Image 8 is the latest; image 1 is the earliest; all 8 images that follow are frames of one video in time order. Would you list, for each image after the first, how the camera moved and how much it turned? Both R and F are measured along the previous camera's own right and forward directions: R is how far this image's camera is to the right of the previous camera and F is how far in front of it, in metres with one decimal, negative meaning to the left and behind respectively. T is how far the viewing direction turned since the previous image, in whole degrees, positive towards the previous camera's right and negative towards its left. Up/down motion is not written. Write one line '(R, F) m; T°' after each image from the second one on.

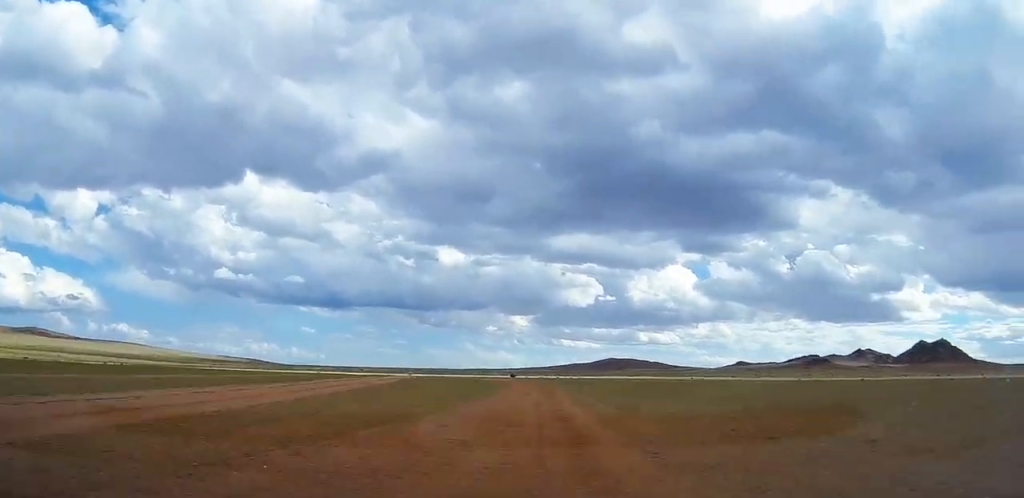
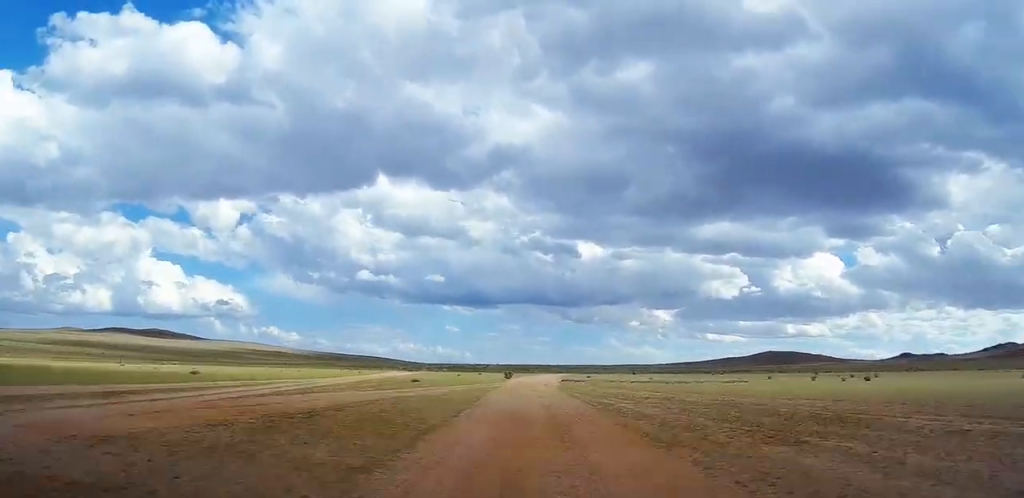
(-11.1, +112.0) m; -3°
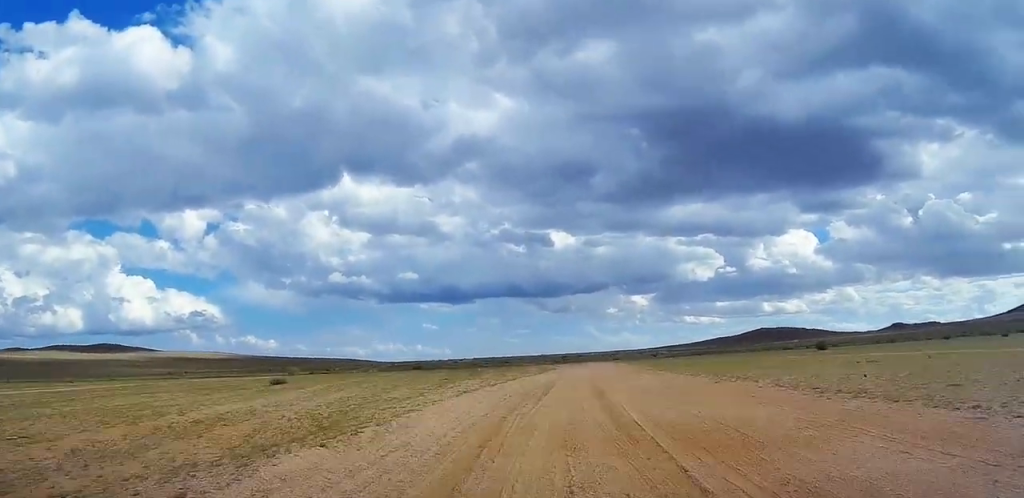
(+4.4, +110.1) m; -2°
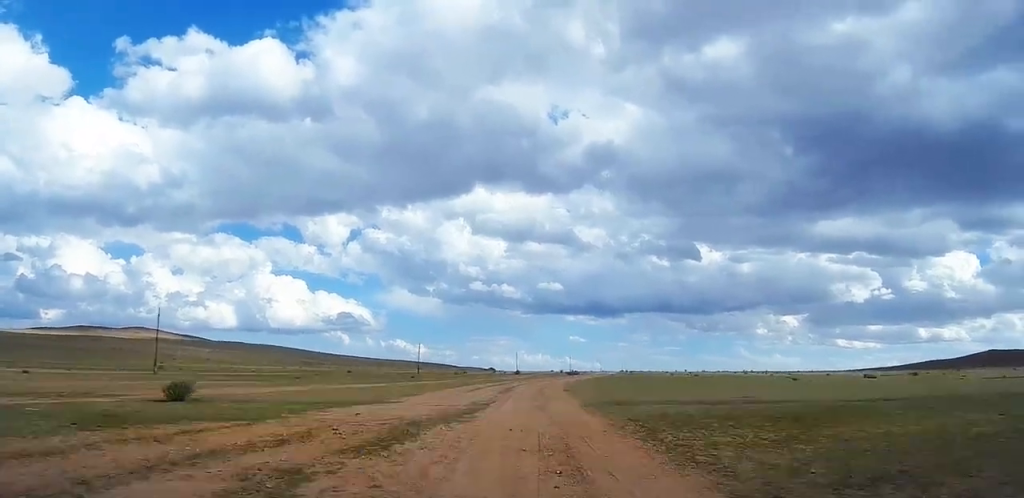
(-46.6, +380.7) m; -7°
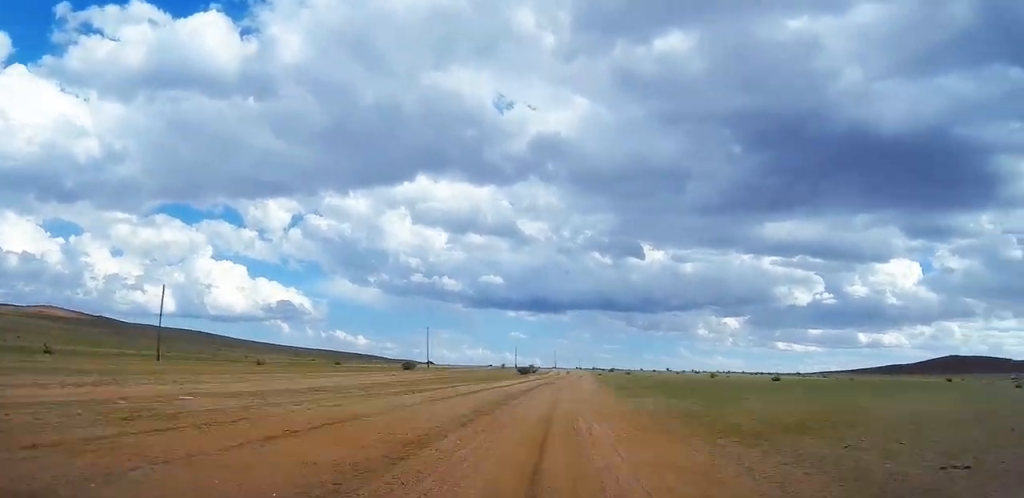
(+5.4, +81.2) m; +2°
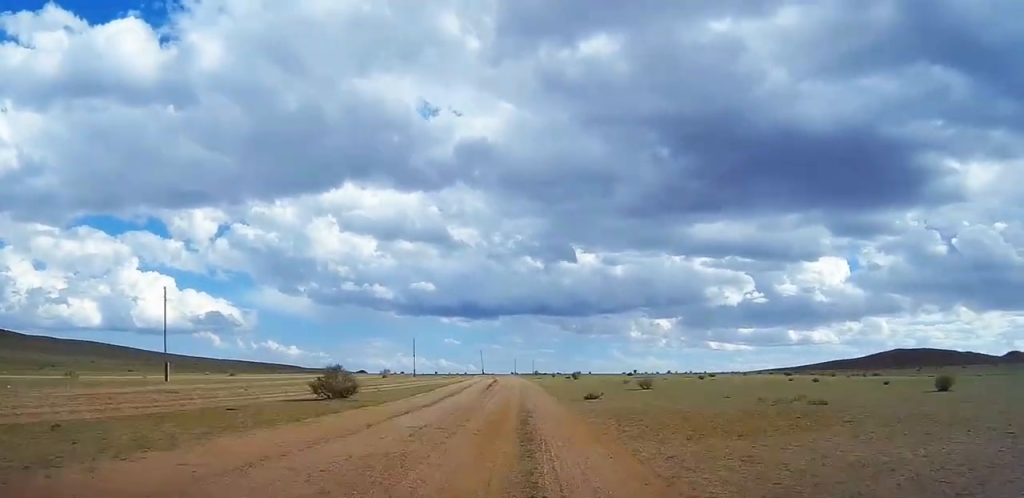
(+1.7, +65.6) m; +1°
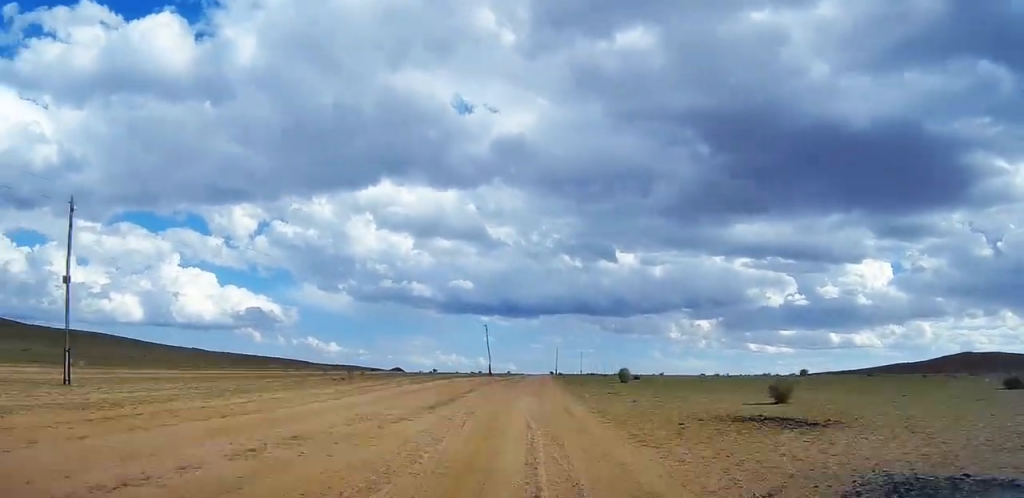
(-0.4, +89.0) m; 0°
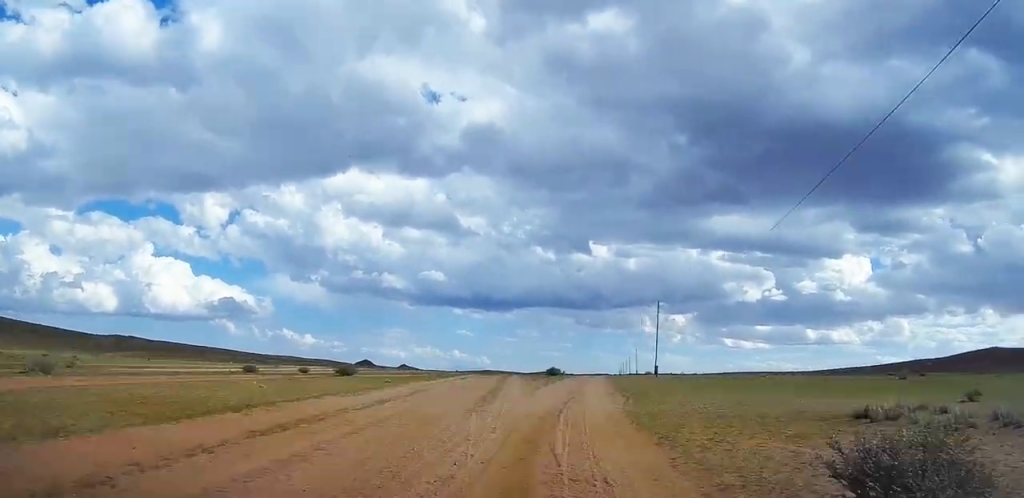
(+1.3, +148.5) m; -2°
